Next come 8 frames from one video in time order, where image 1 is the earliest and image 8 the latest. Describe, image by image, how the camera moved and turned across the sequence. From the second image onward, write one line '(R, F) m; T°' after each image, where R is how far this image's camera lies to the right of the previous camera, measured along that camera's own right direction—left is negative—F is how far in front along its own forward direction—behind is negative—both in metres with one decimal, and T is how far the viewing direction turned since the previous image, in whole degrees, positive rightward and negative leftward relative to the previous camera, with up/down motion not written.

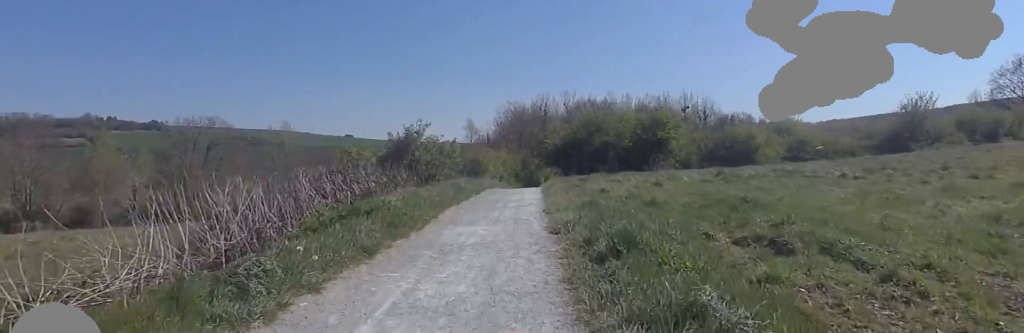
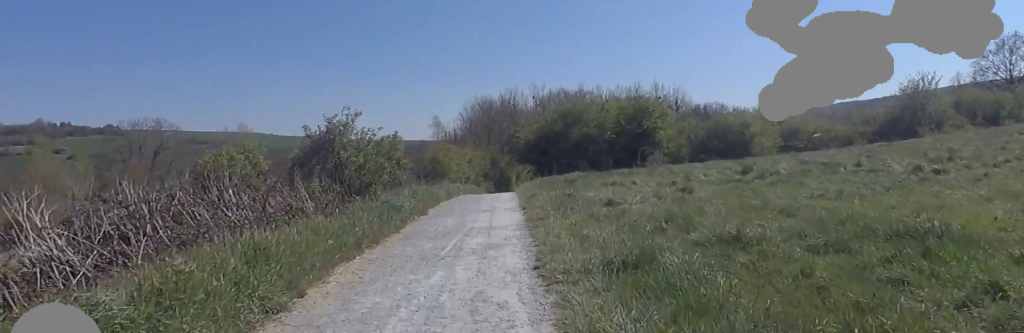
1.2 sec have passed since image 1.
(-0.3, +6.1) m; -6°
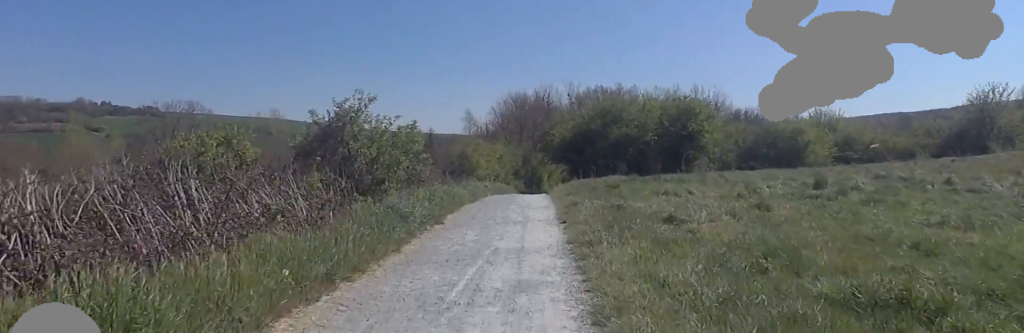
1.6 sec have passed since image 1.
(0.0, +2.2) m; 0°
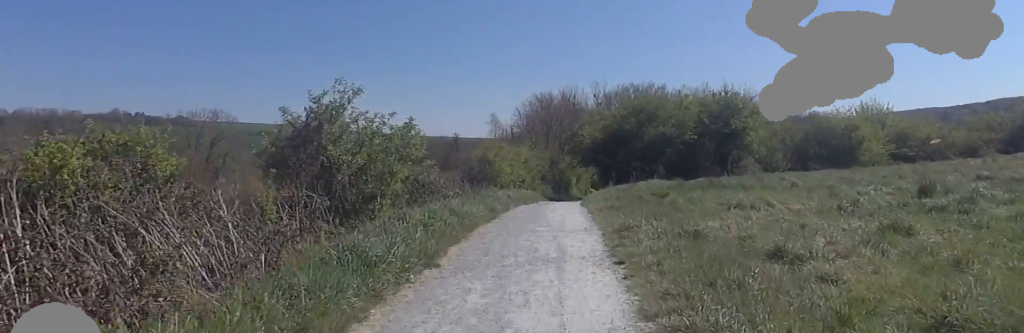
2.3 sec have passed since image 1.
(-0.4, +3.1) m; +6°
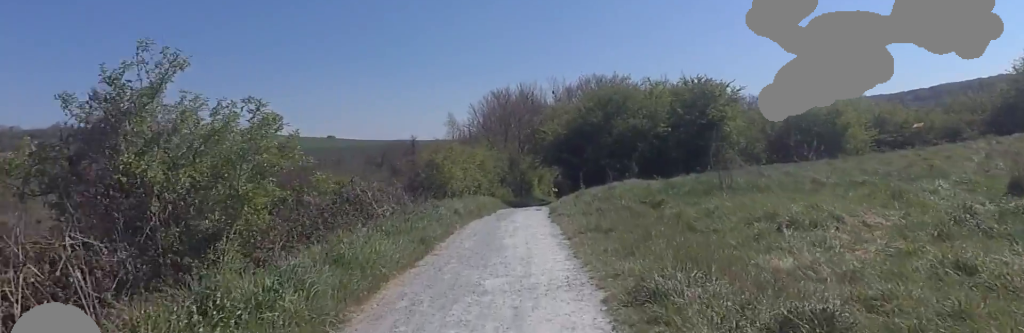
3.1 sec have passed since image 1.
(+0.7, +4.0) m; +2°
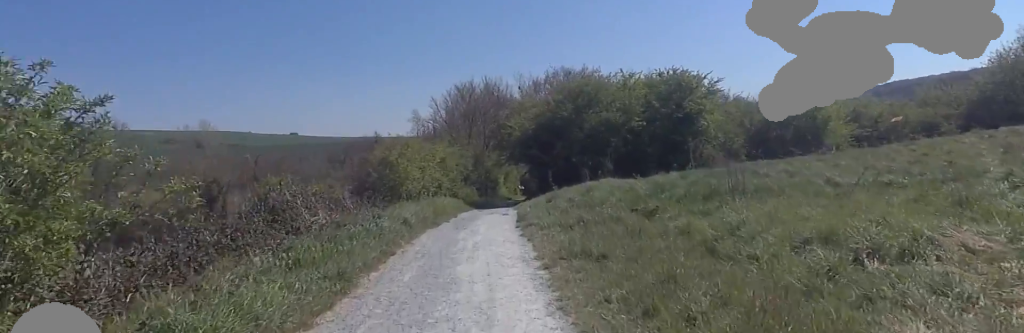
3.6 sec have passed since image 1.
(+0.3, +2.5) m; -1°
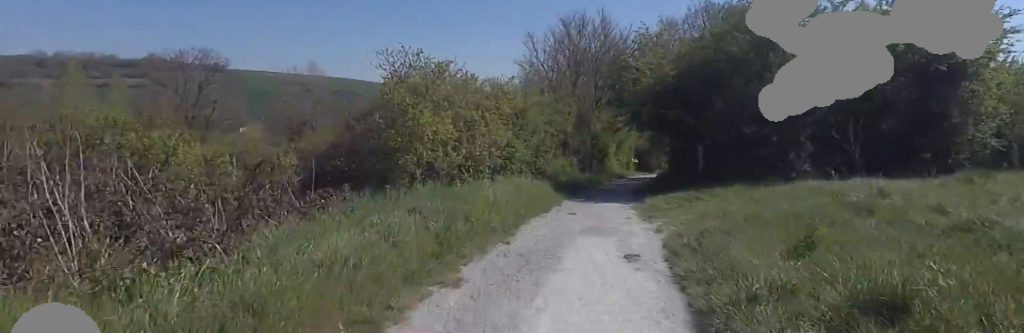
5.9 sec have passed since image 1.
(-1.0, +10.6) m; +6°
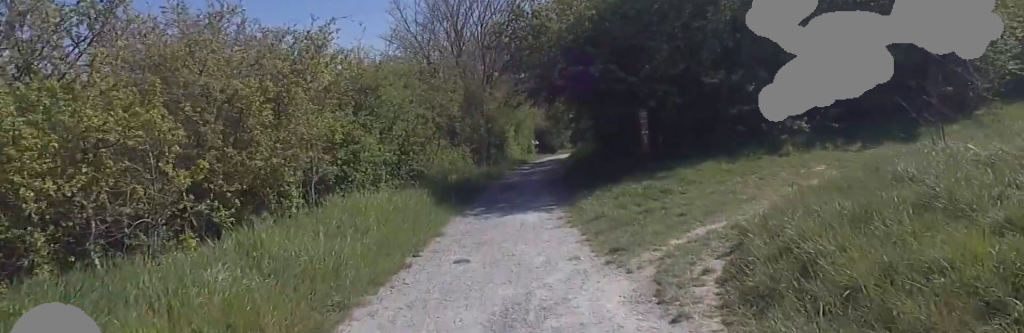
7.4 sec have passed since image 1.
(+0.6, +5.7) m; +11°
